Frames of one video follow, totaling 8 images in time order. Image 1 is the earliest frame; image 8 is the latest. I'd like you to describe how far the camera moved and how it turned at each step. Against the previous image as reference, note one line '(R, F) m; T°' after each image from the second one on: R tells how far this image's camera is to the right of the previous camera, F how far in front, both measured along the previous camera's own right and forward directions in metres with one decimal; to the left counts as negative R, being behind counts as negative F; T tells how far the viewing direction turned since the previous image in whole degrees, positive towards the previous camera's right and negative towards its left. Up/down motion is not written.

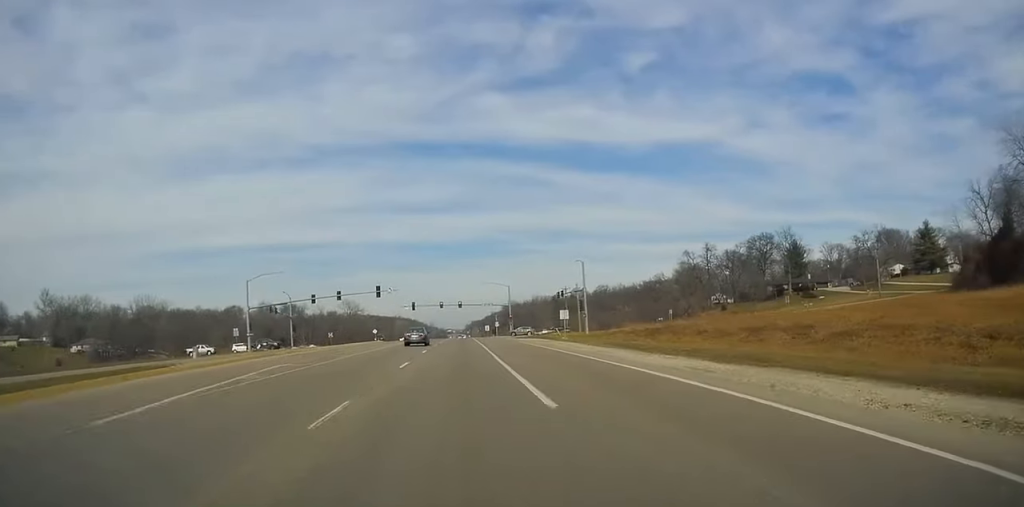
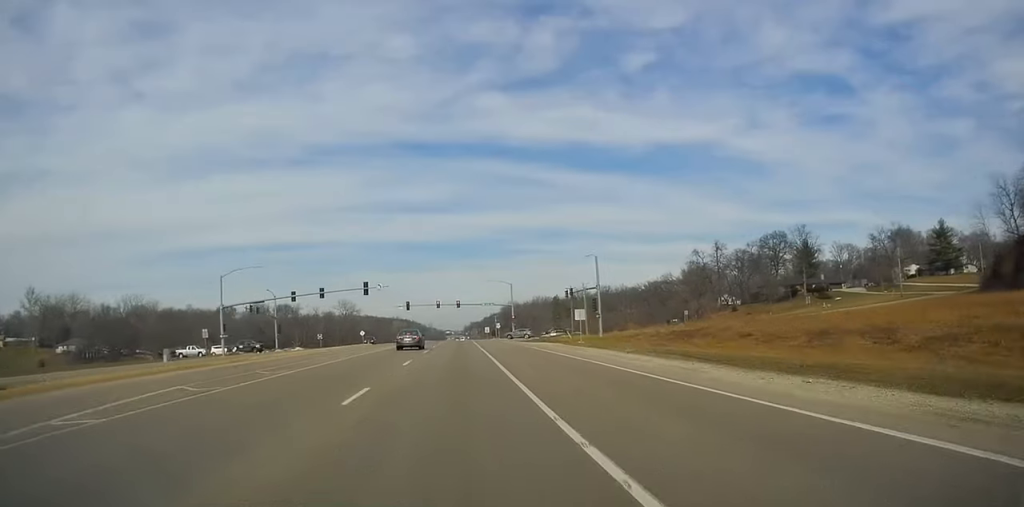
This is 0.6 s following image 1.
(+0.3, +9.8) m; -1°
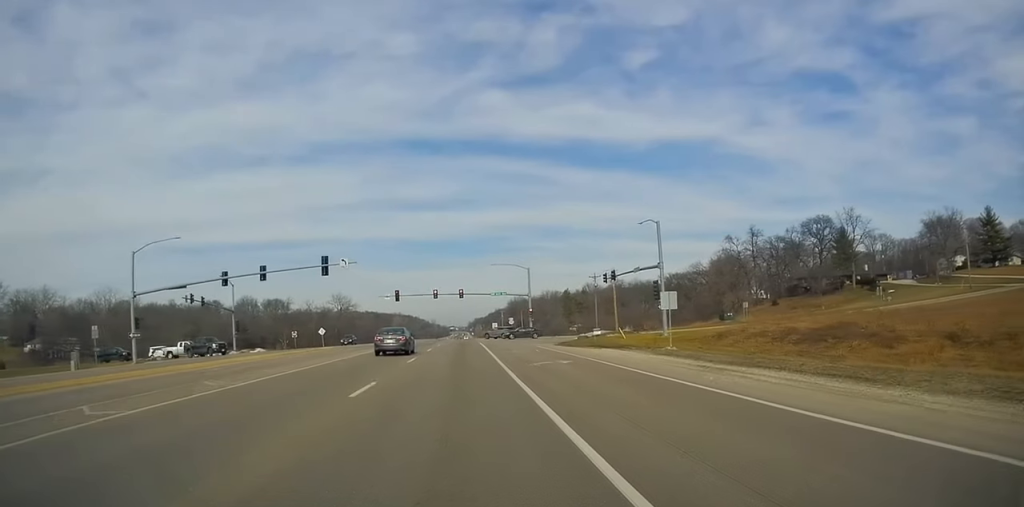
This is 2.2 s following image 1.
(-1.0, +24.0) m; -2°
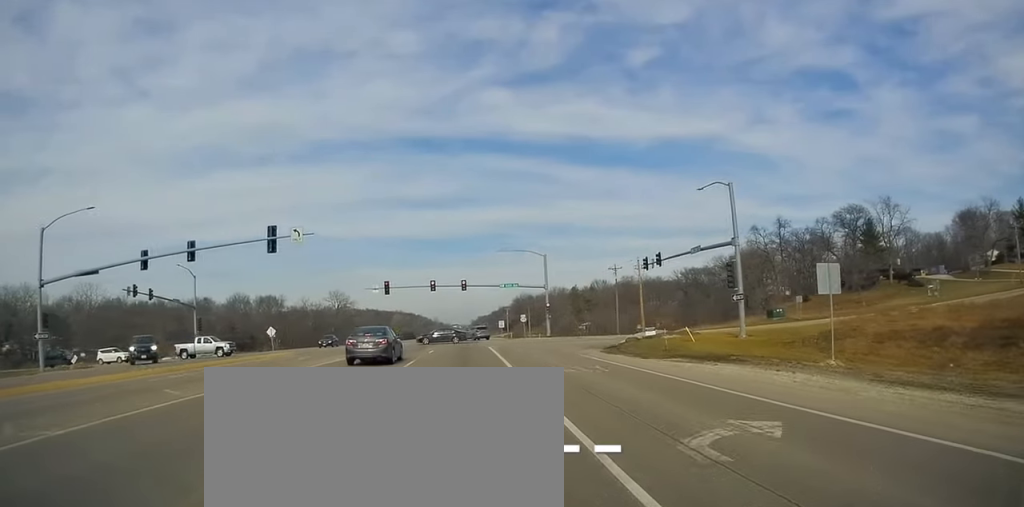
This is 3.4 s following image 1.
(+0.3, +15.5) m; +1°
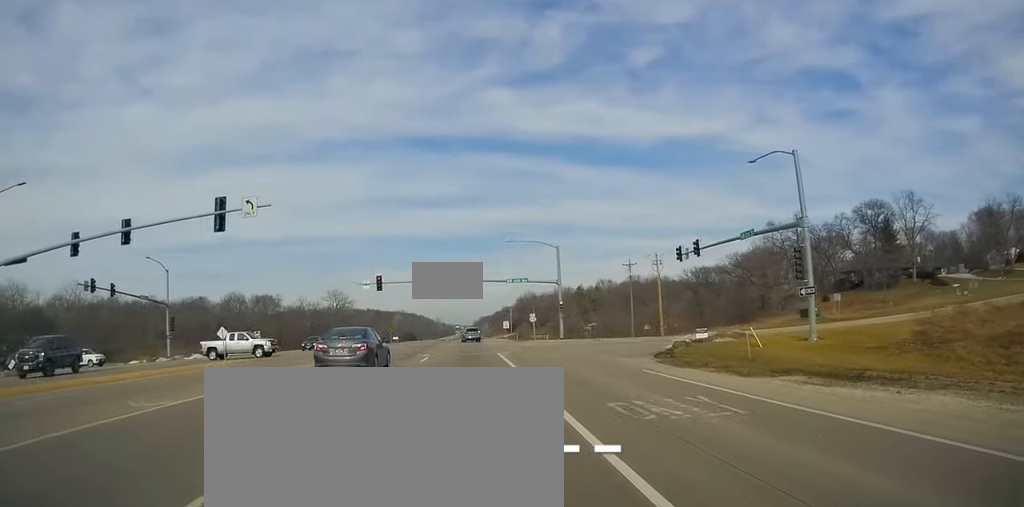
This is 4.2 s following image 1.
(-0.1, +8.7) m; -1°
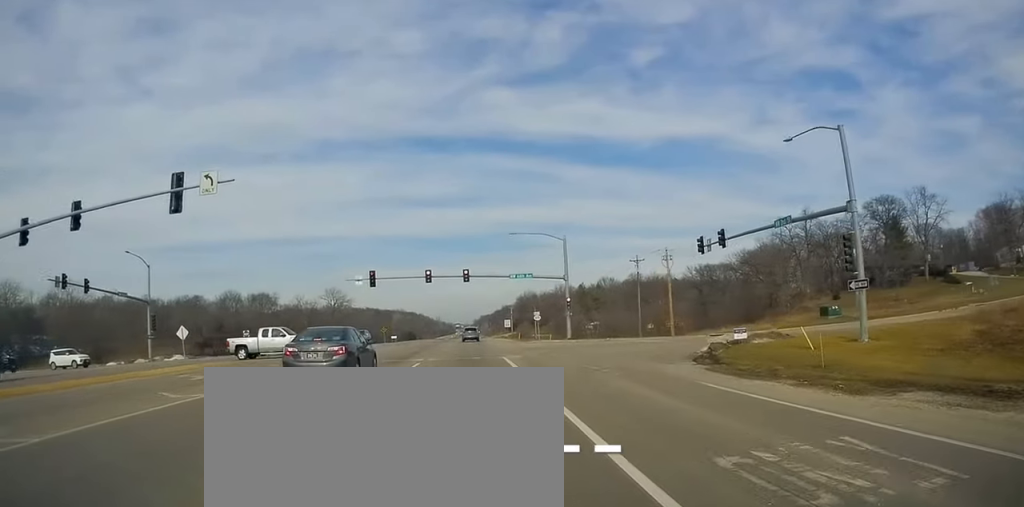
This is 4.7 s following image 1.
(-0.1, +4.9) m; -1°
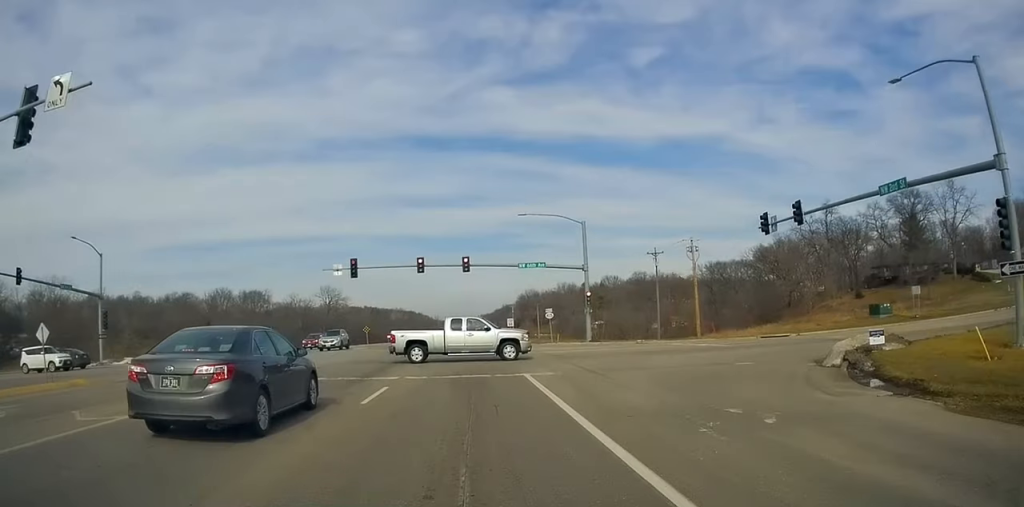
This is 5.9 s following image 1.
(0.0, +10.4) m; 0°
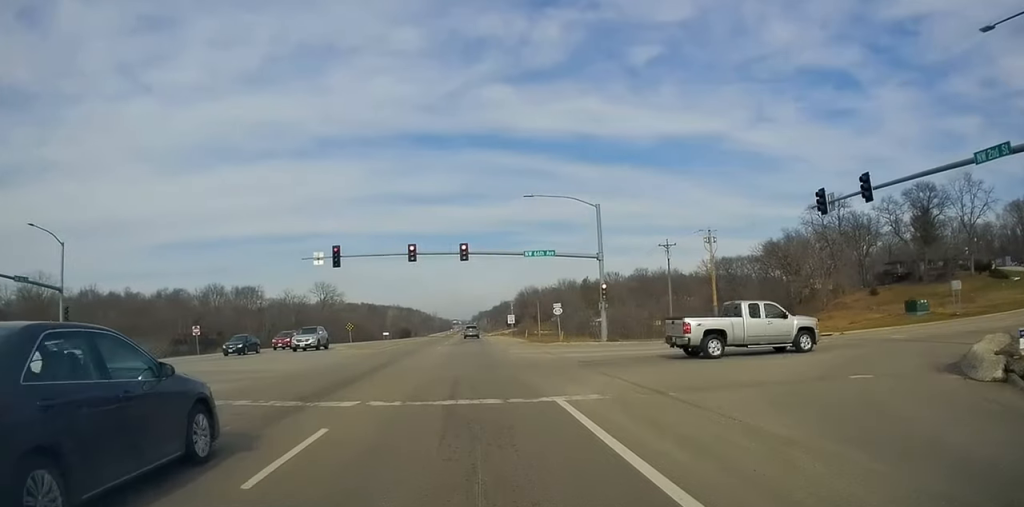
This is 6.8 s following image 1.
(0.0, +6.8) m; +1°
